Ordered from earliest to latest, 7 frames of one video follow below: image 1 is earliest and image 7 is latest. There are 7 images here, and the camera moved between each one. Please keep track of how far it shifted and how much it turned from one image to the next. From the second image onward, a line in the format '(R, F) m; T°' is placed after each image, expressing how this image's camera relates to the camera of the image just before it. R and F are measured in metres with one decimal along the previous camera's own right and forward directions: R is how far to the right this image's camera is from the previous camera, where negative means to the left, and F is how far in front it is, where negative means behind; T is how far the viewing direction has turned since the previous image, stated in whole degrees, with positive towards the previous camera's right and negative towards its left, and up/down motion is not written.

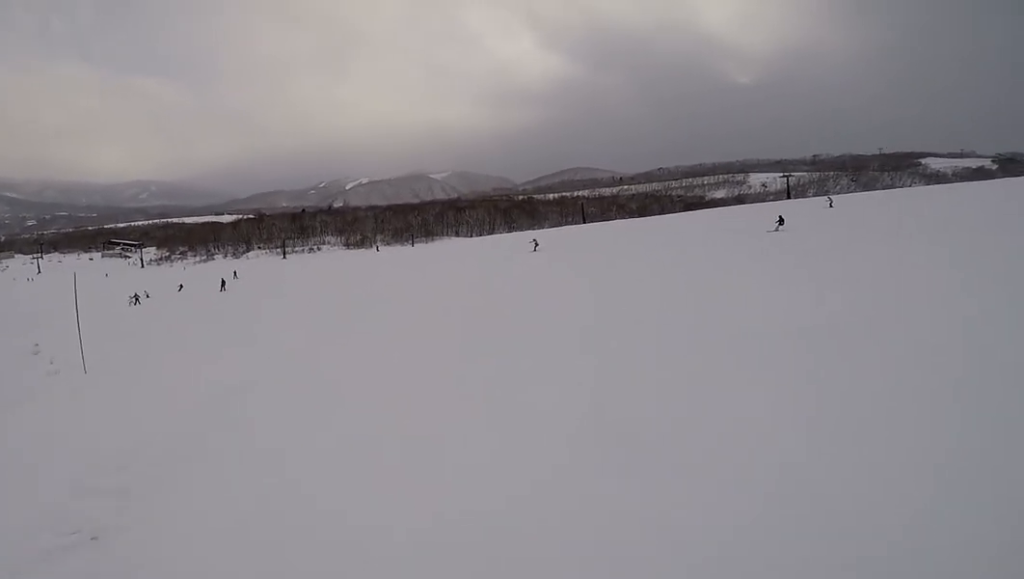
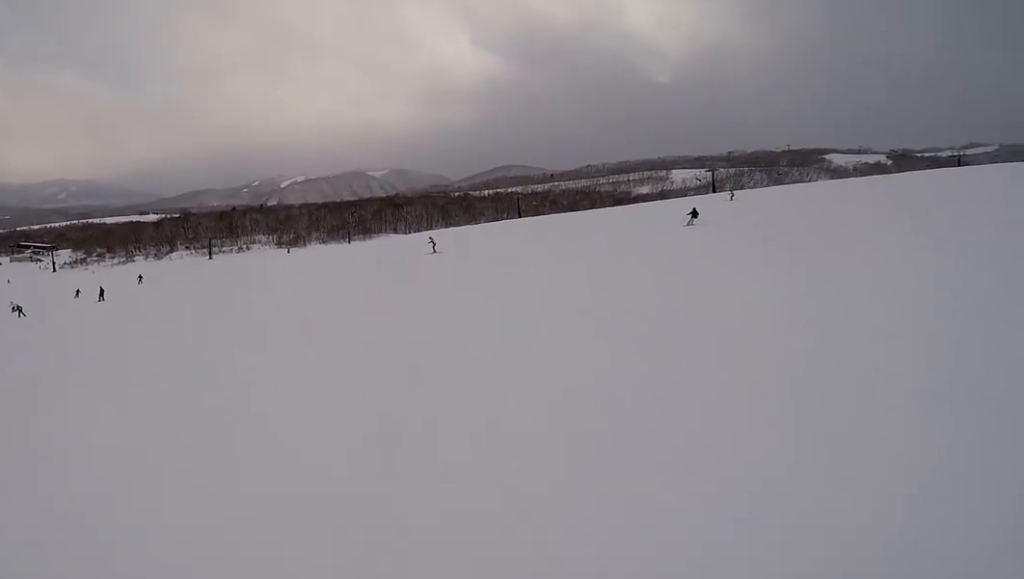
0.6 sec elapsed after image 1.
(+0.5, +4.5) m; -5°
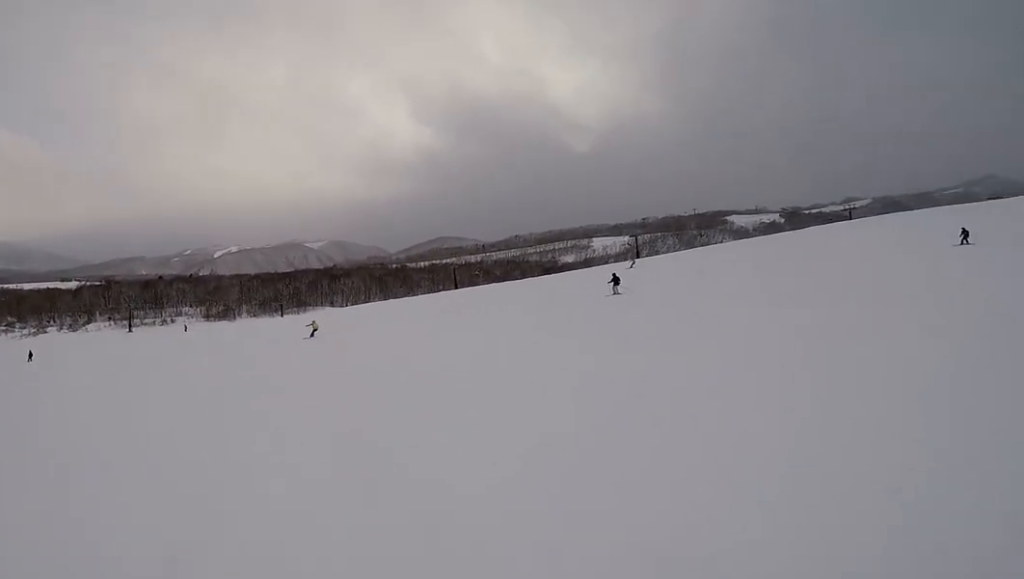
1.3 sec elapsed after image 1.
(+0.2, +4.4) m; -10°
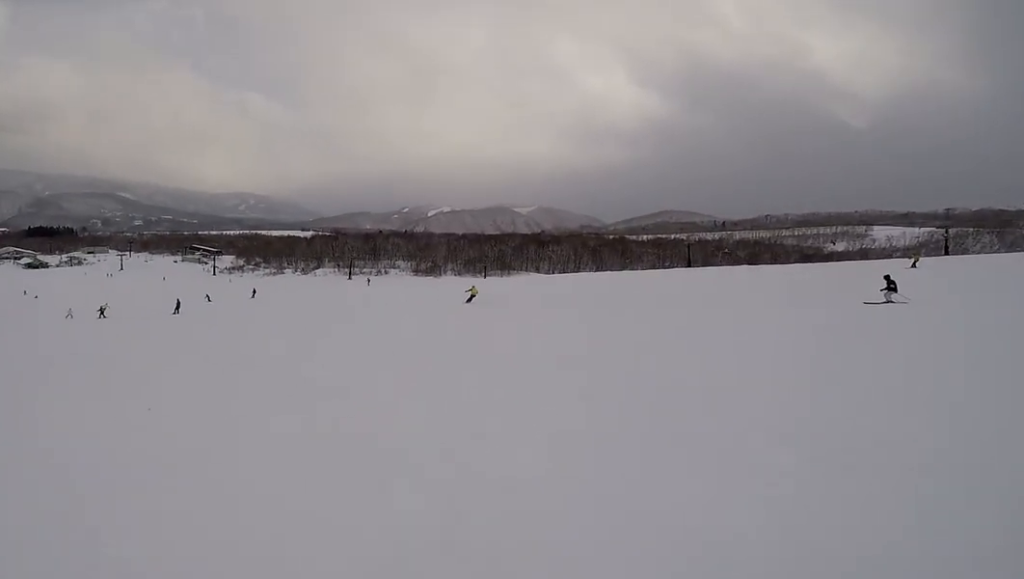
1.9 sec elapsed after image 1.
(-0.9, +4.3) m; -20°
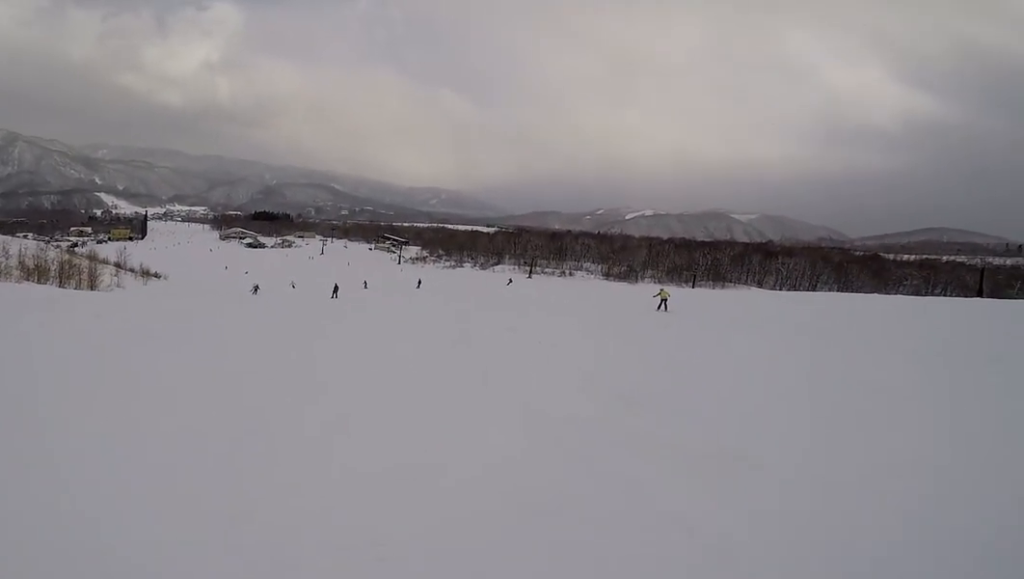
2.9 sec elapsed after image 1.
(-1.4, +6.0) m; -15°
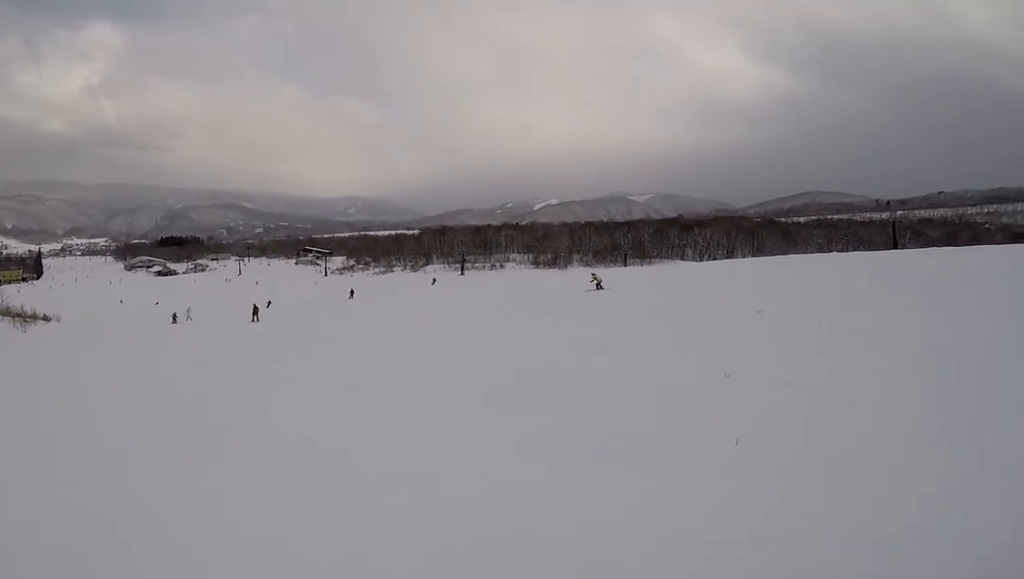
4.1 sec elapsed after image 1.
(-0.4, +7.9) m; -3°
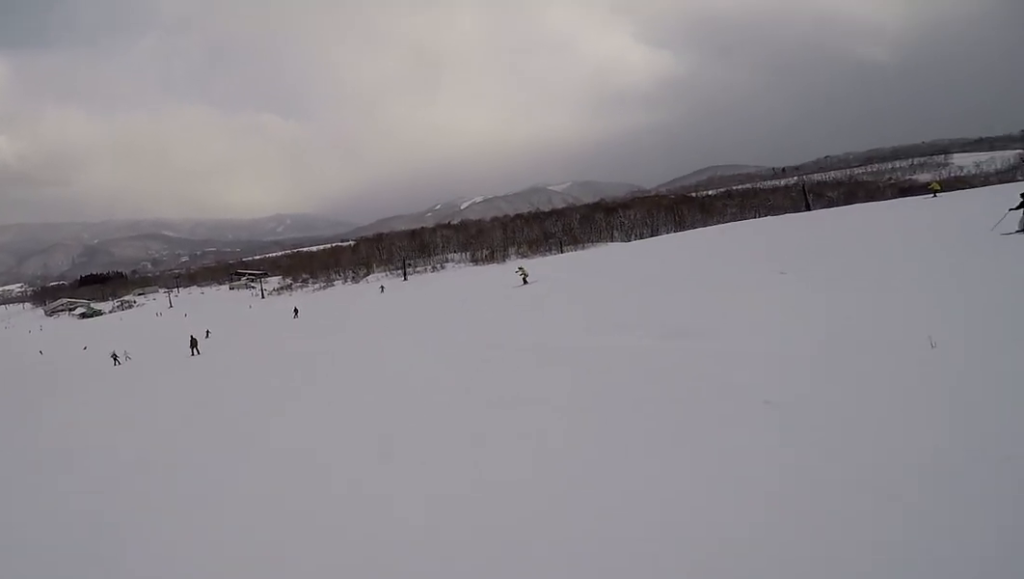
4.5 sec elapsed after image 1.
(0.0, +2.7) m; -3°
